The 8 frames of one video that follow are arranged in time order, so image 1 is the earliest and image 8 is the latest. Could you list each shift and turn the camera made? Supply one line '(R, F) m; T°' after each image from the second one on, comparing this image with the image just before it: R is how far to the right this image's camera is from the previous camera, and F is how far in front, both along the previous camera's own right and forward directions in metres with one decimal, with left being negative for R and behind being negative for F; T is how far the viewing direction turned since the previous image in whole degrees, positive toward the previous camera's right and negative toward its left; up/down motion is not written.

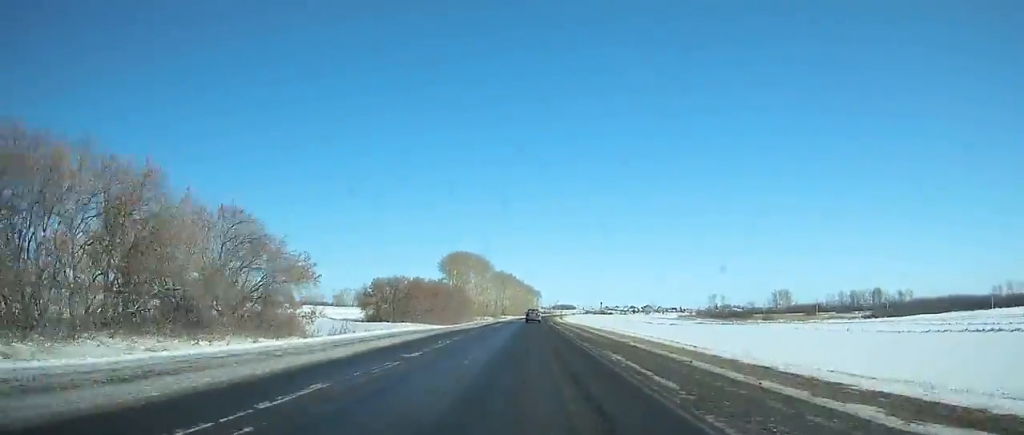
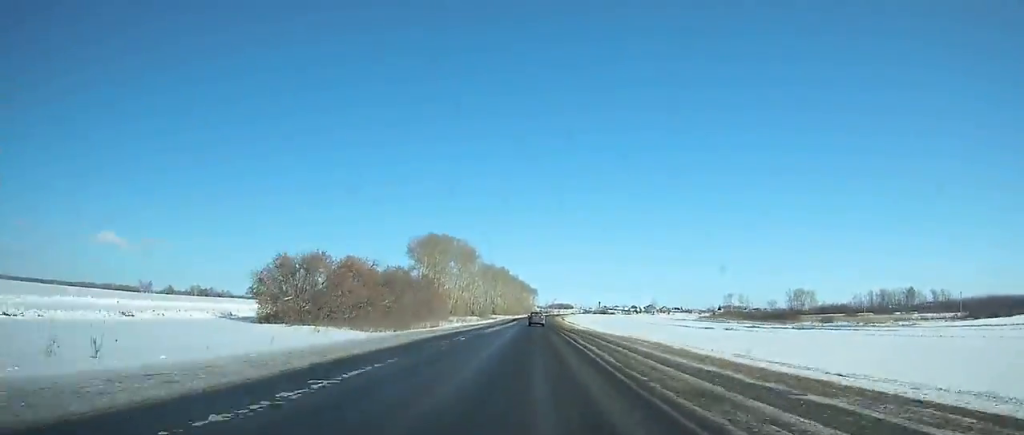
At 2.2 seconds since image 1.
(0.0, +48.1) m; 0°
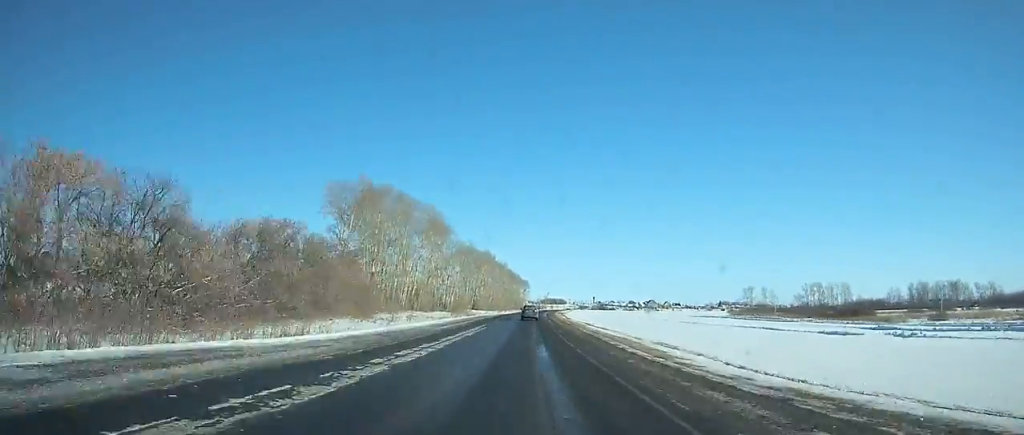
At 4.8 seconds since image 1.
(-0.1, +57.3) m; +1°
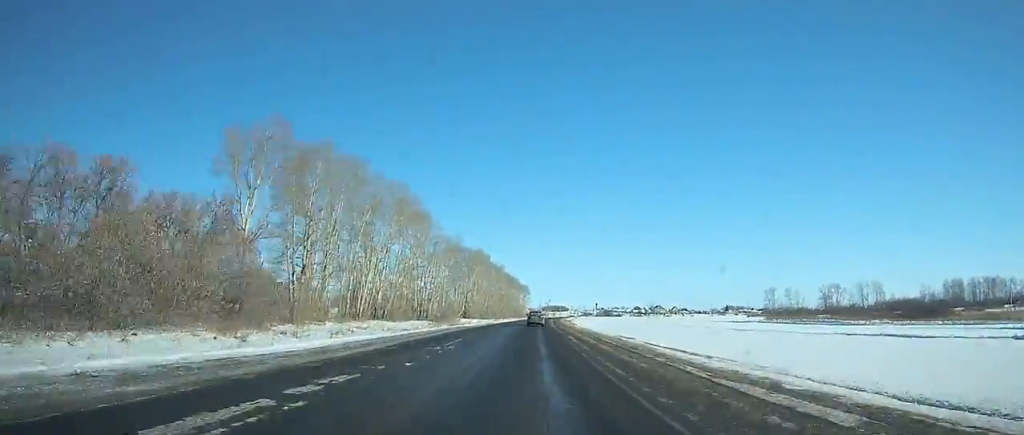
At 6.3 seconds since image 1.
(+0.3, +33.1) m; +1°
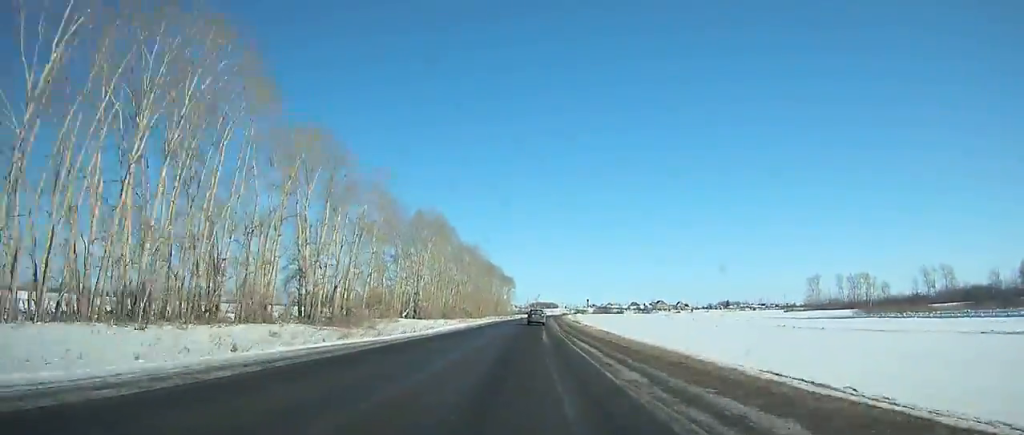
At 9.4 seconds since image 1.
(+0.7, +68.7) m; +1°
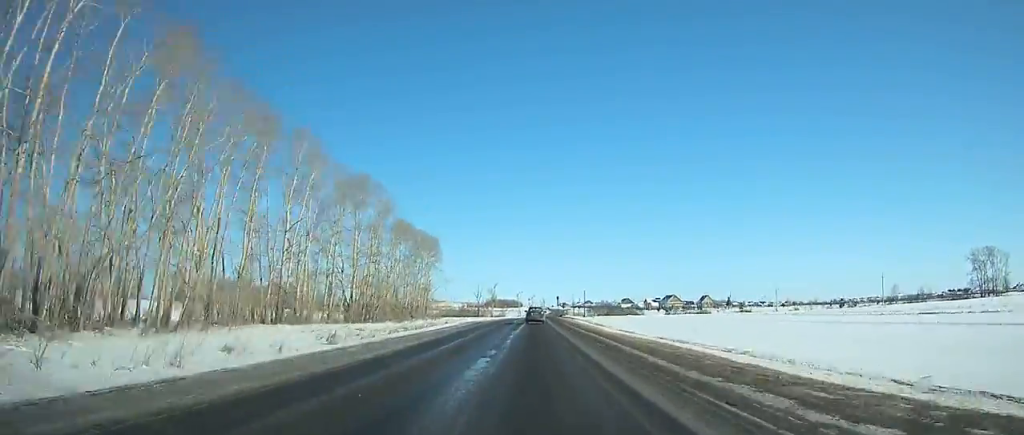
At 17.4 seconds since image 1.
(+2.6, +178.0) m; +3°
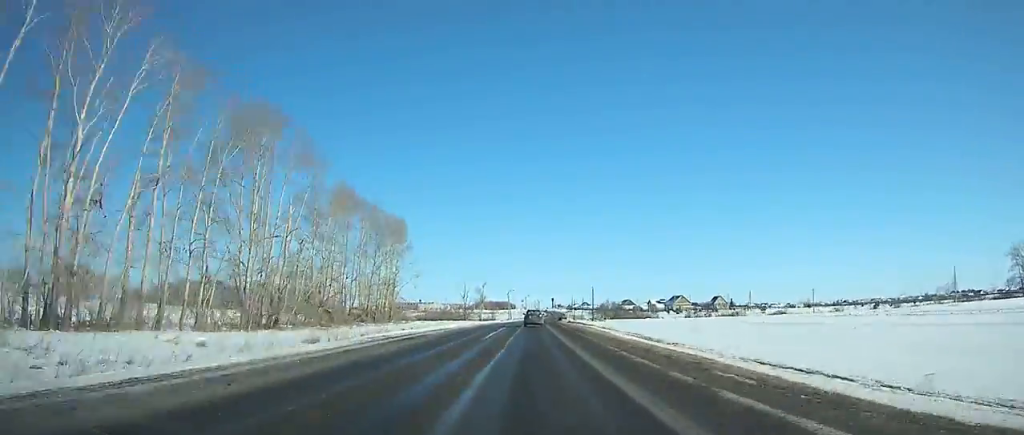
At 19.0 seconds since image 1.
(+0.6, +35.5) m; +1°
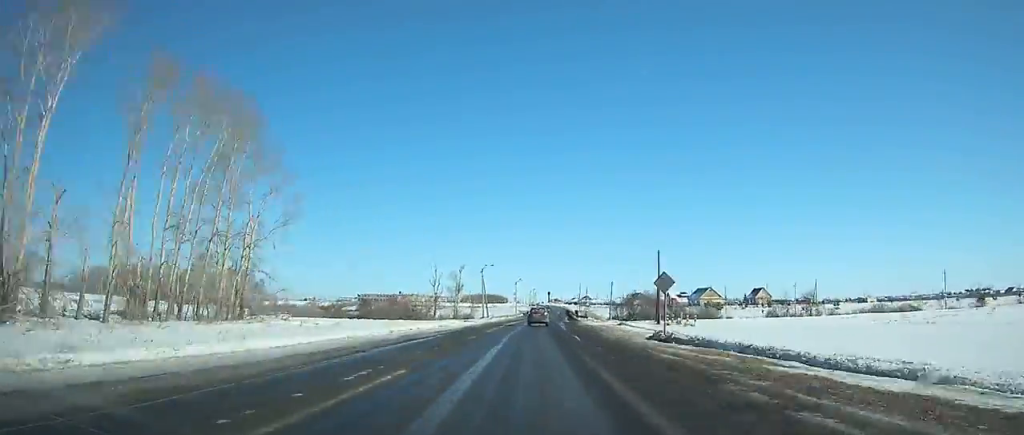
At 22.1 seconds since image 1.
(+0.3, +67.5) m; +2°
